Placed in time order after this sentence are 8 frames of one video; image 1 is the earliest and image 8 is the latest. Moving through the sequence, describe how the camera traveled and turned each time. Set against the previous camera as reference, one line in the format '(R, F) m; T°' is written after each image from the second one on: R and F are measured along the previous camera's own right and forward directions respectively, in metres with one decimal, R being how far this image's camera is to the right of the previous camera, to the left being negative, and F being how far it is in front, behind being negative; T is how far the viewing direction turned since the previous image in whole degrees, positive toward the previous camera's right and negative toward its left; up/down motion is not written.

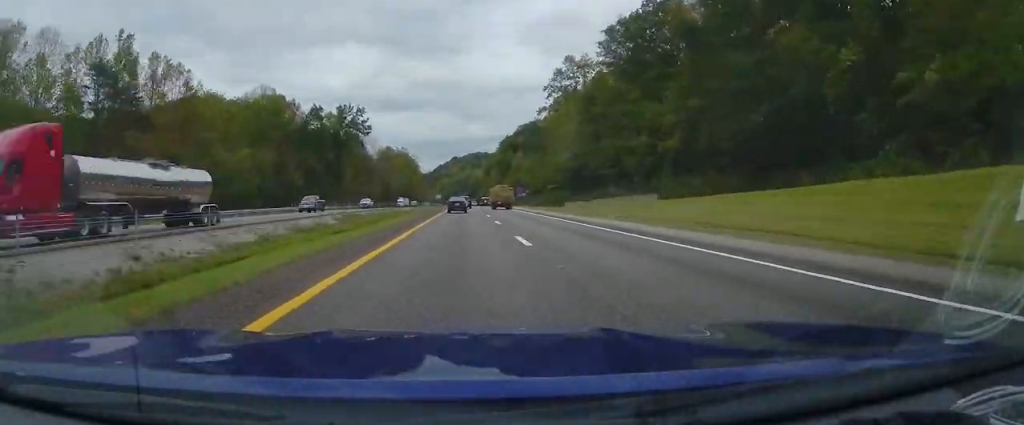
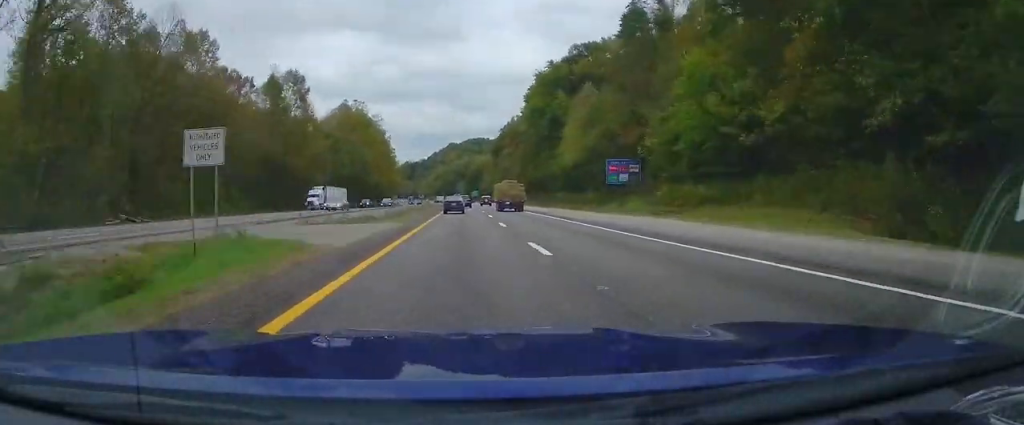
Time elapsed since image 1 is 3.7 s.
(-0.3, +90.3) m; -1°
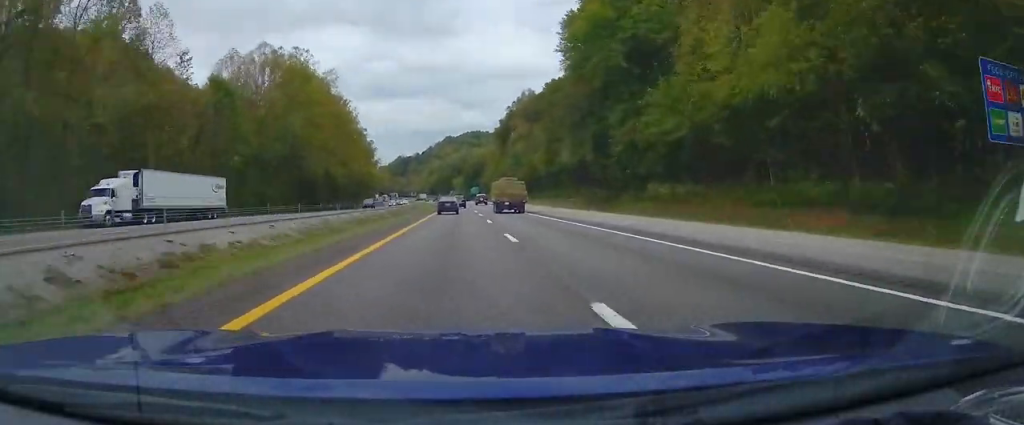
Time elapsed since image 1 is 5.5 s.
(+0.1, +46.9) m; -1°
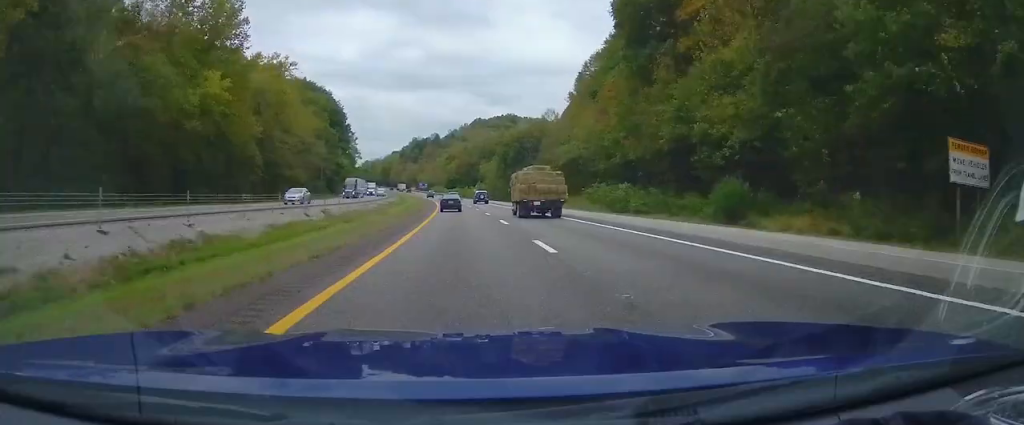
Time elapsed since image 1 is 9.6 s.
(-2.9, +120.1) m; -4°
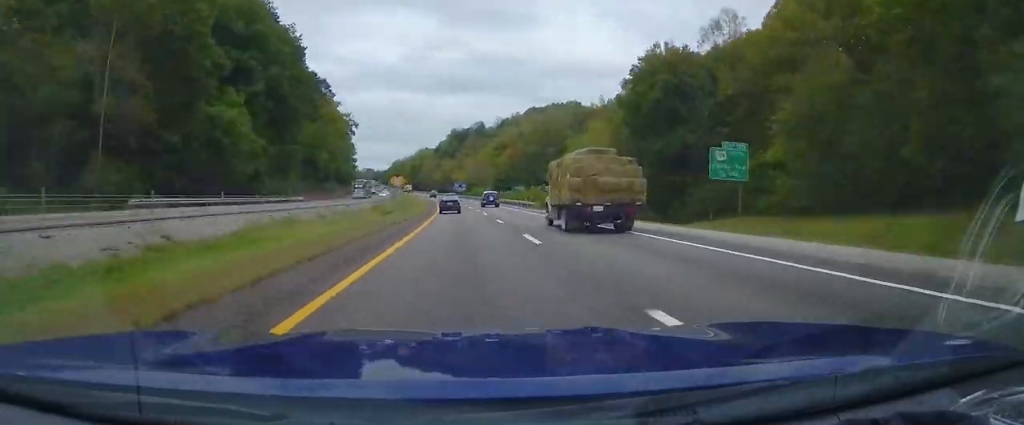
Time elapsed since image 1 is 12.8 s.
(-3.9, +99.3) m; -4°
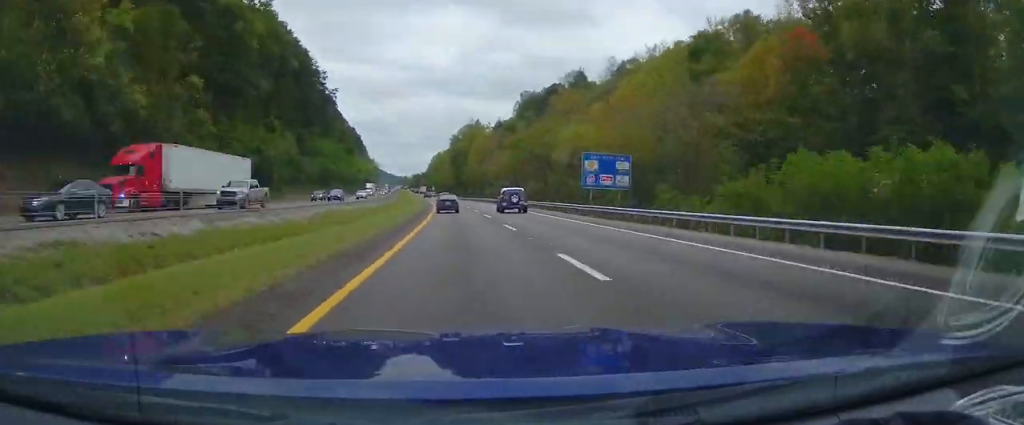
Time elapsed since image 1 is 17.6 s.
(-7.4, +155.0) m; -5°
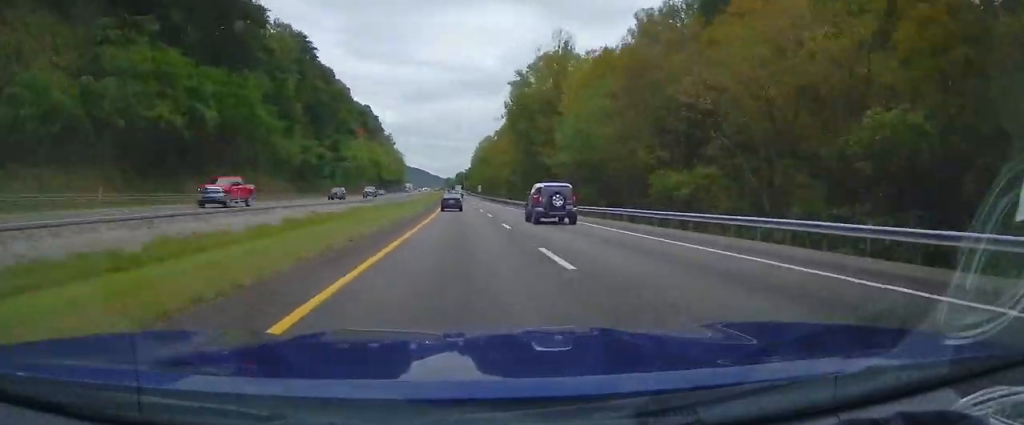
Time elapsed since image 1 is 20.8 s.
(-3.3, +105.7) m; -2°
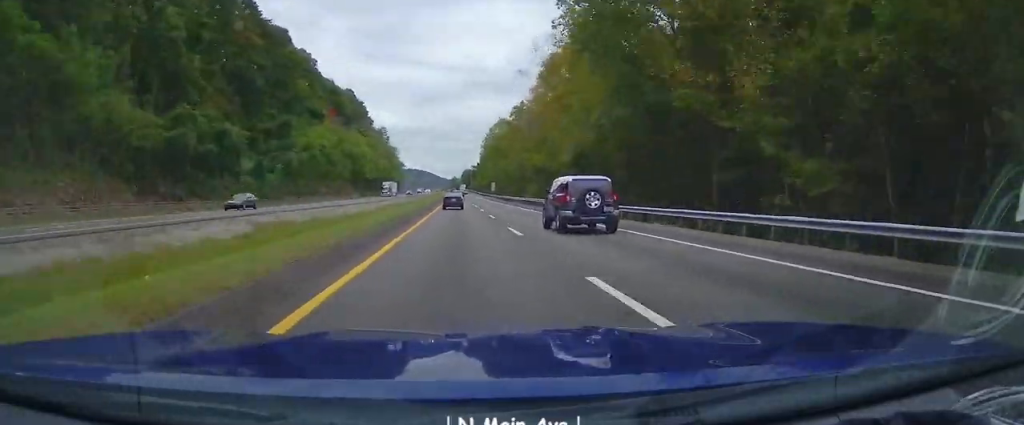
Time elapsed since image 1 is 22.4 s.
(-0.8, +53.0) m; -1°
